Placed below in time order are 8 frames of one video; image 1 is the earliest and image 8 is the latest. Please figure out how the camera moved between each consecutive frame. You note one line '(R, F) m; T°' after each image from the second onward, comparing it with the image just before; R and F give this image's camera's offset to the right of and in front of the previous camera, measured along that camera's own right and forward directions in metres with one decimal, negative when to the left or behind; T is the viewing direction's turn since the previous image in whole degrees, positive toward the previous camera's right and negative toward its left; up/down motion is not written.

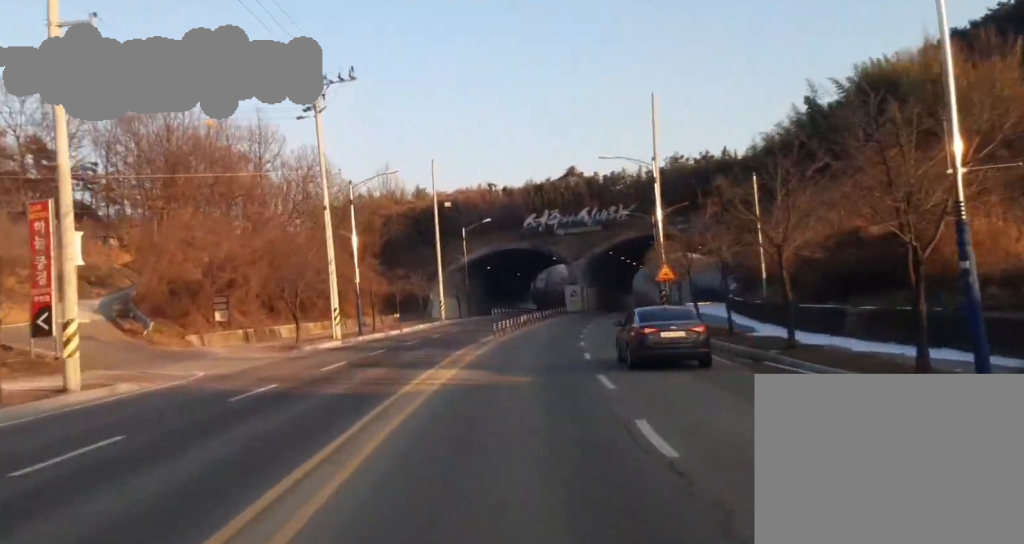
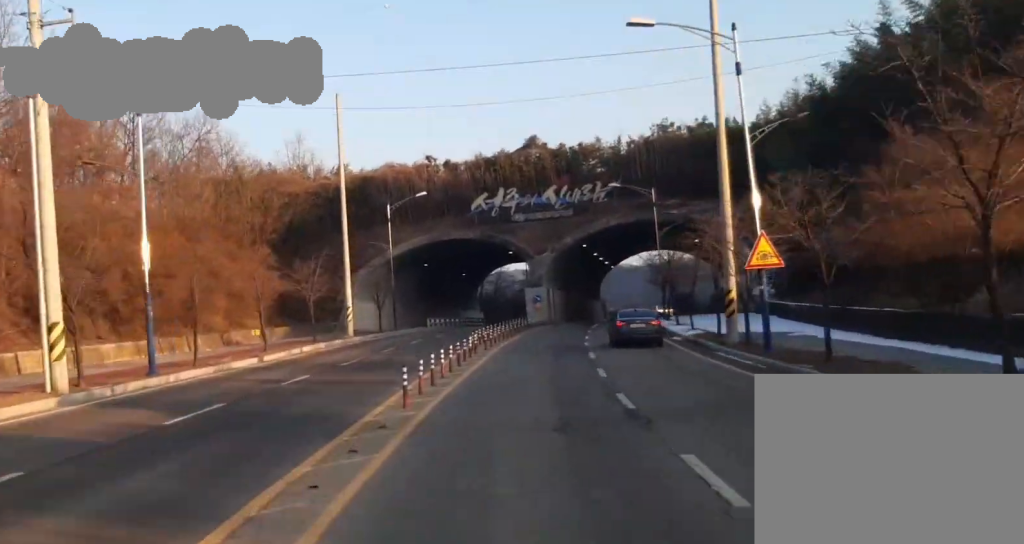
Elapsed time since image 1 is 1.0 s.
(+0.5, +26.2) m; +3°
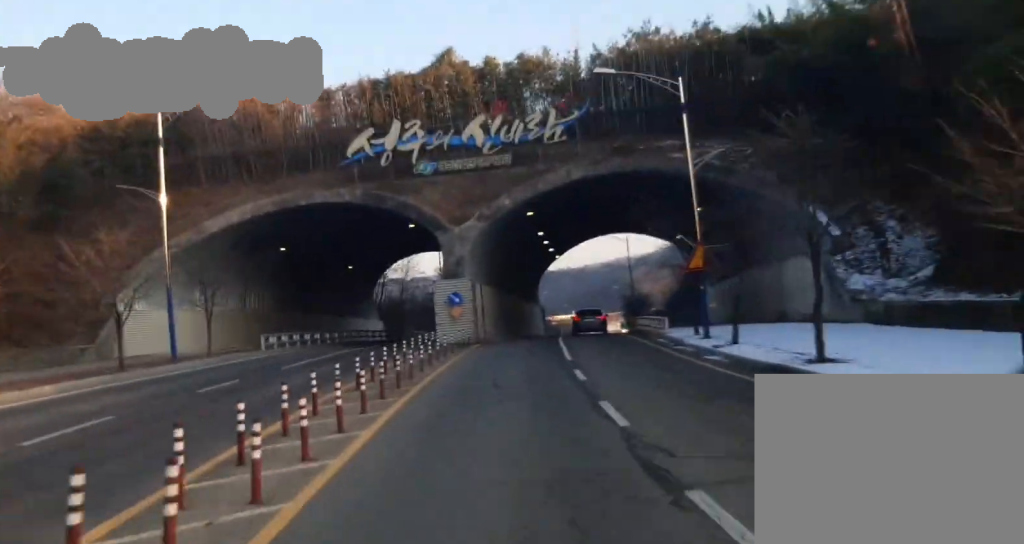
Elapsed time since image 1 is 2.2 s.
(+1.7, +33.2) m; +5°
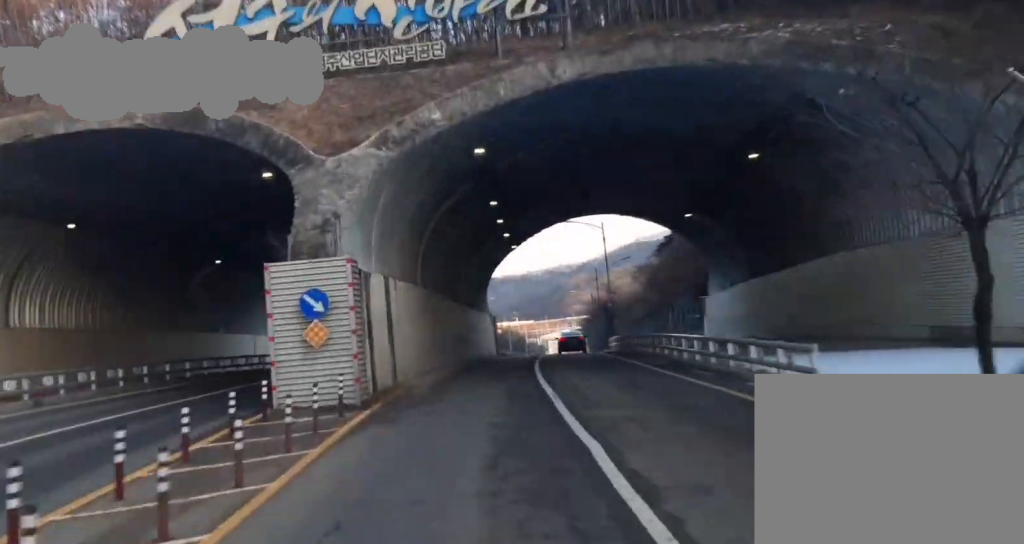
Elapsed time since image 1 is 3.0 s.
(+0.5, +24.5) m; +3°
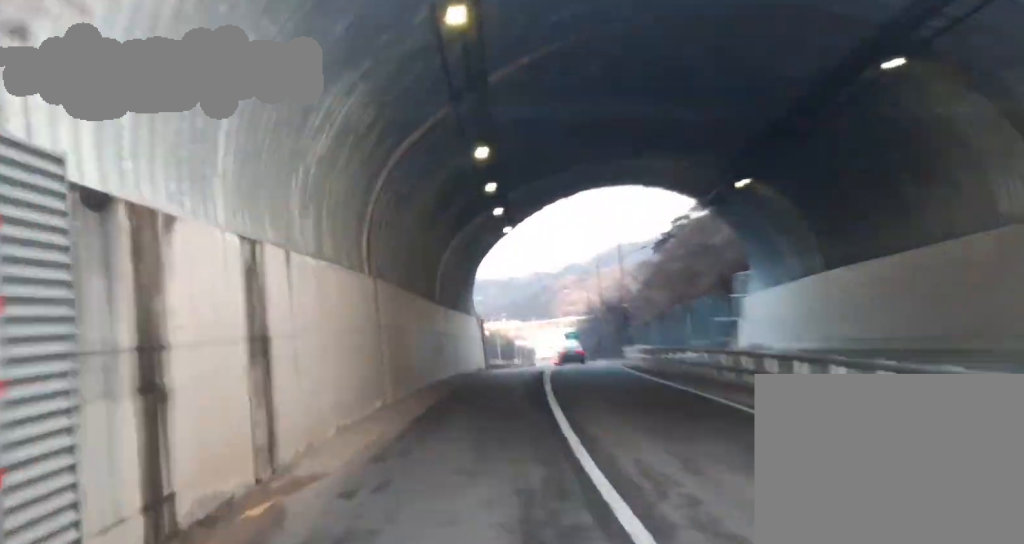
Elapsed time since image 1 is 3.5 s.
(-0.5, +13.3) m; +2°
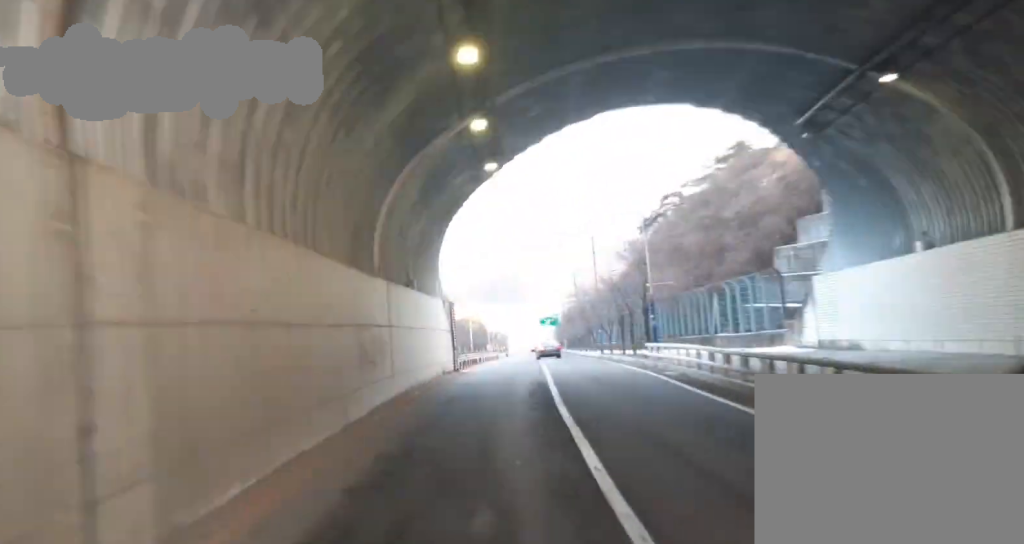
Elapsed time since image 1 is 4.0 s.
(+1.1, +15.4) m; +2°
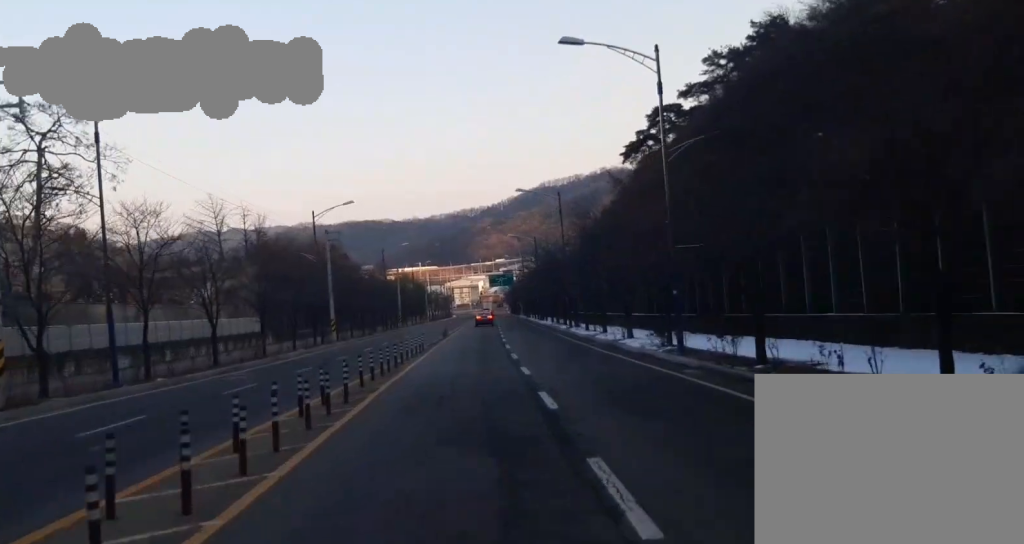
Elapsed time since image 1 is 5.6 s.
(+2.1, +46.5) m; +4°
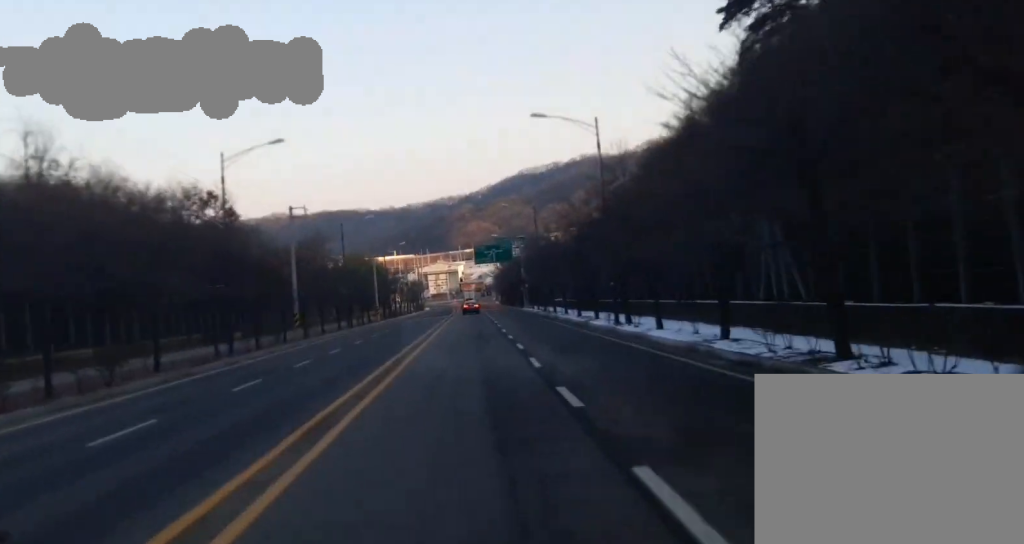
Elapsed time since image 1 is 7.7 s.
(+1.8, +61.4) m; +2°
